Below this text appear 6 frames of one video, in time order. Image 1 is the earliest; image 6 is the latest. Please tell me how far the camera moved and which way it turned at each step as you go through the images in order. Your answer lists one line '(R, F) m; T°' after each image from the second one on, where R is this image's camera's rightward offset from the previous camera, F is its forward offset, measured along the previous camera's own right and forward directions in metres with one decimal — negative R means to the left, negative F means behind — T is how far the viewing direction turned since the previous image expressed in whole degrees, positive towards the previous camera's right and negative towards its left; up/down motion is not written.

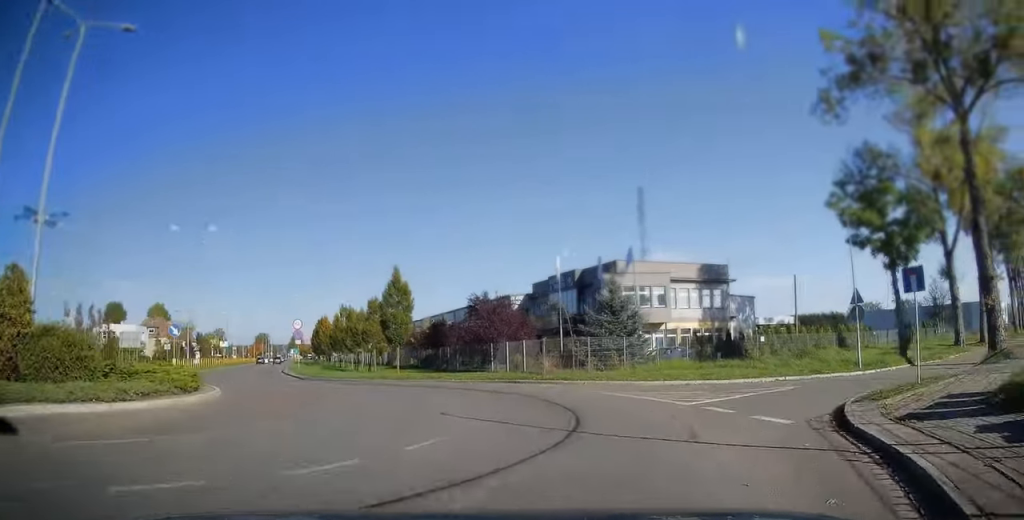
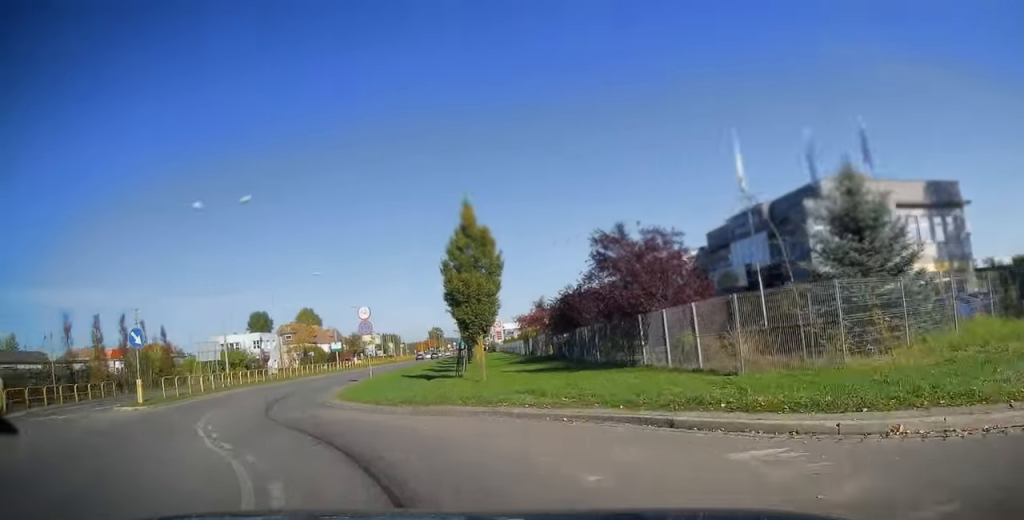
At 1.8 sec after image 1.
(+1.8, +18.1) m; -5°
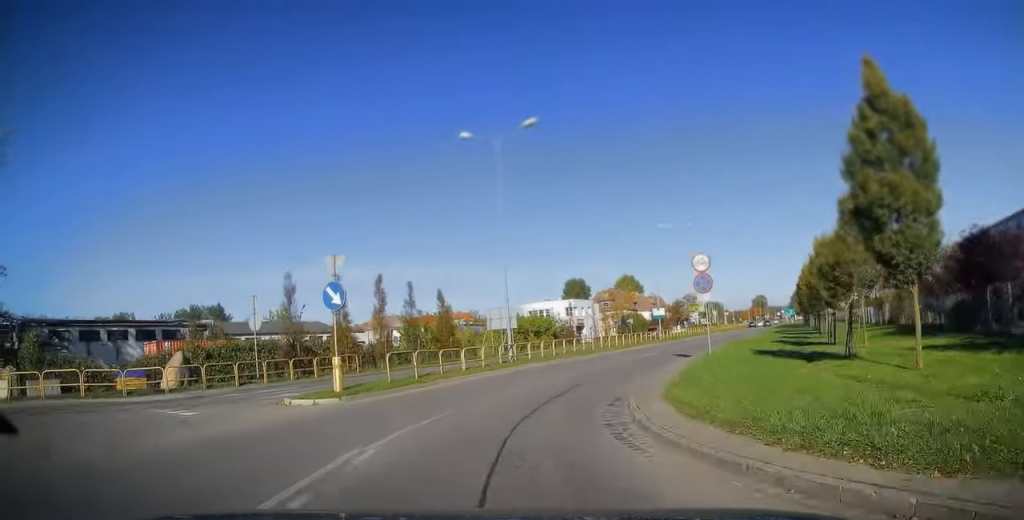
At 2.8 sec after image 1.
(-1.9, +9.9) m; -8°
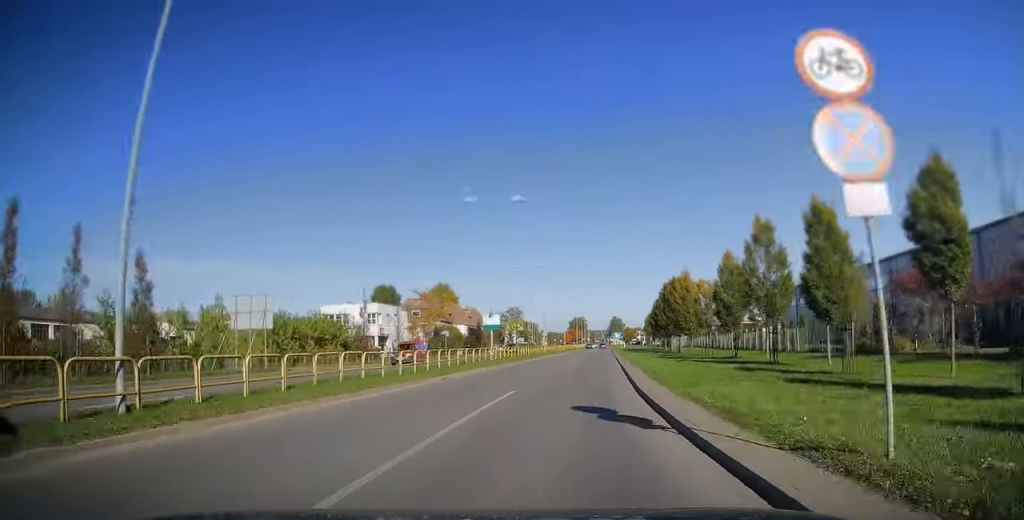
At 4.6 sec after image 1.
(-1.8, +19.3) m; -3°
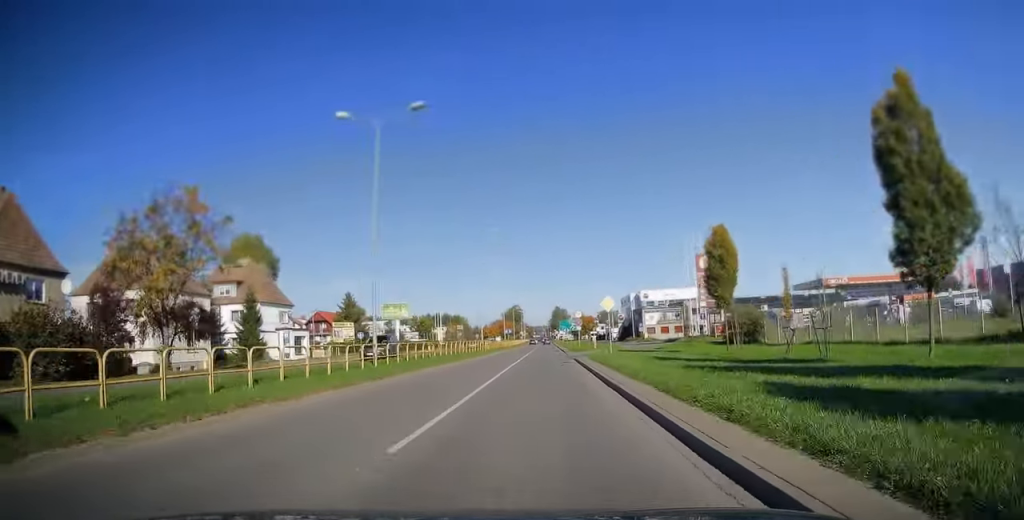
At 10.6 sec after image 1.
(+8.7, +84.4) m; +7°
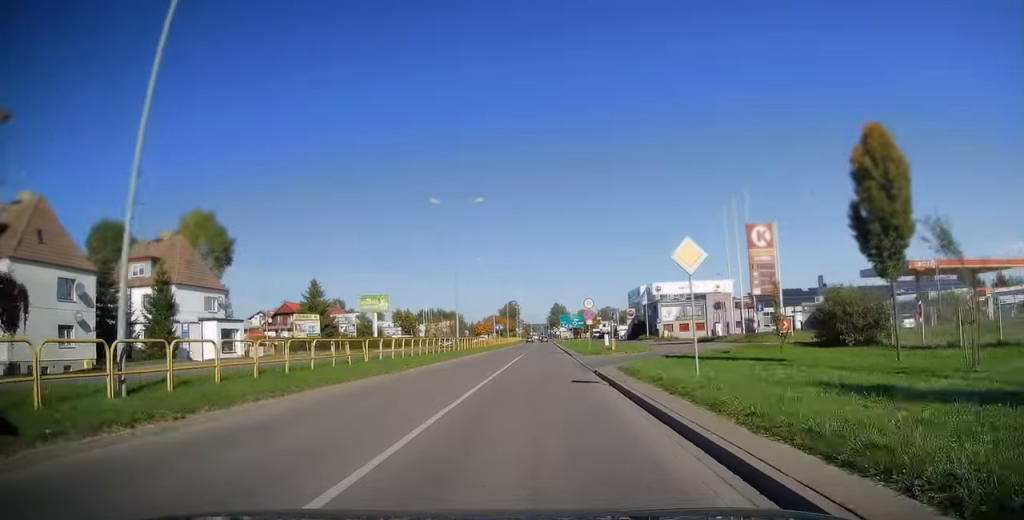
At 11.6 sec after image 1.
(0.0, +15.5) m; 0°
